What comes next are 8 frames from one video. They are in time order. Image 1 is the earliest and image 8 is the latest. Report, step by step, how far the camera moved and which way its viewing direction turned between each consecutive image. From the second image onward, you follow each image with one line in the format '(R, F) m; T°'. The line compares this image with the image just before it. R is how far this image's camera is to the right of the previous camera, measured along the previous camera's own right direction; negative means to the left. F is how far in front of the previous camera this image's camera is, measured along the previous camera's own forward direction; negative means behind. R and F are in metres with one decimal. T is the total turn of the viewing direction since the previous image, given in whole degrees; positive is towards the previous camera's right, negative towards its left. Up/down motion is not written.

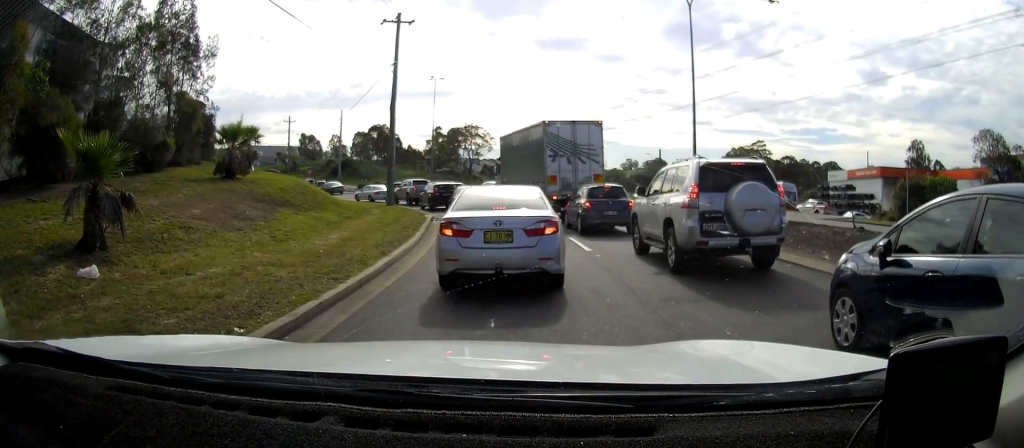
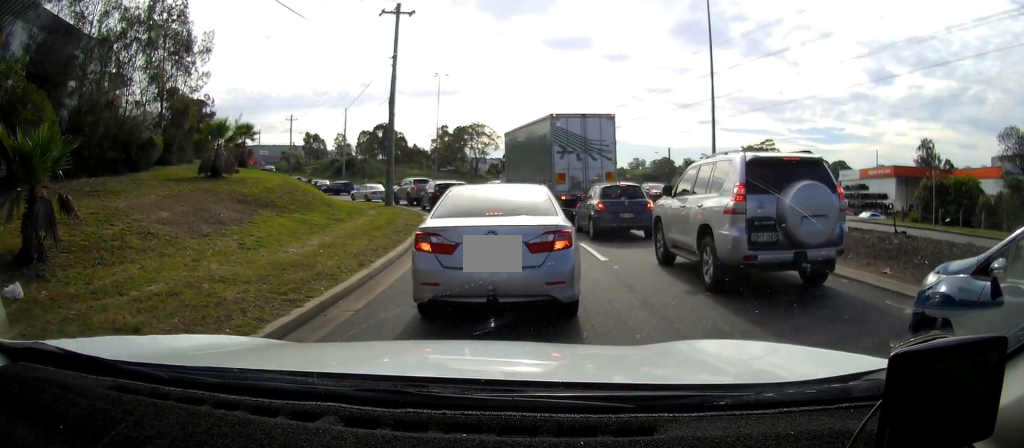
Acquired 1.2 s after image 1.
(+0.2, +1.6) m; 0°
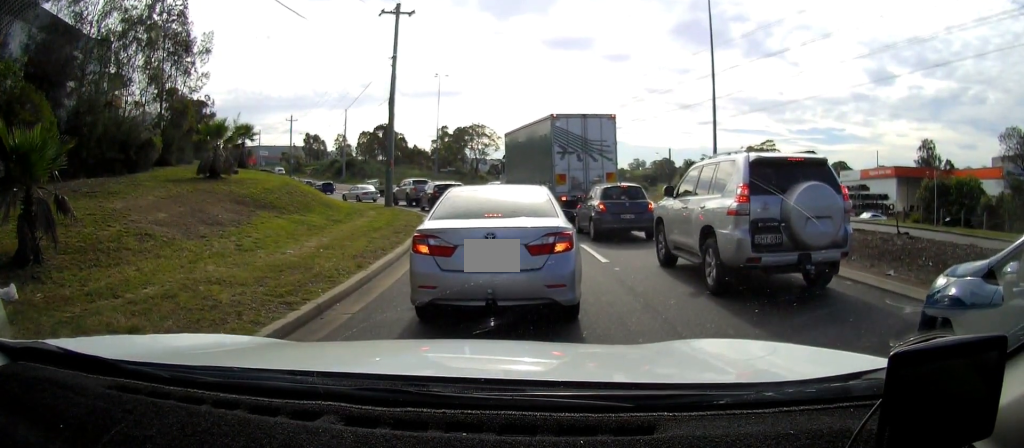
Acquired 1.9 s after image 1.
(0.0, +0.1) m; 0°
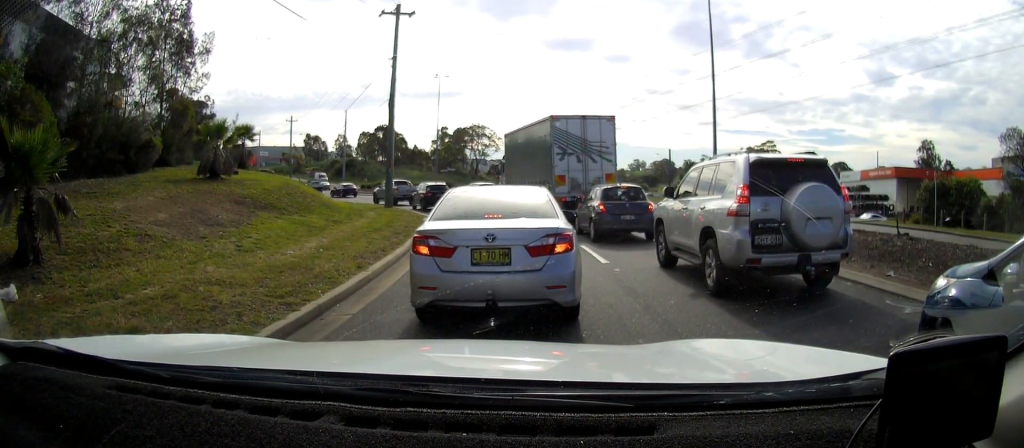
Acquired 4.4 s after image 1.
(0.0, 0.0) m; 0°
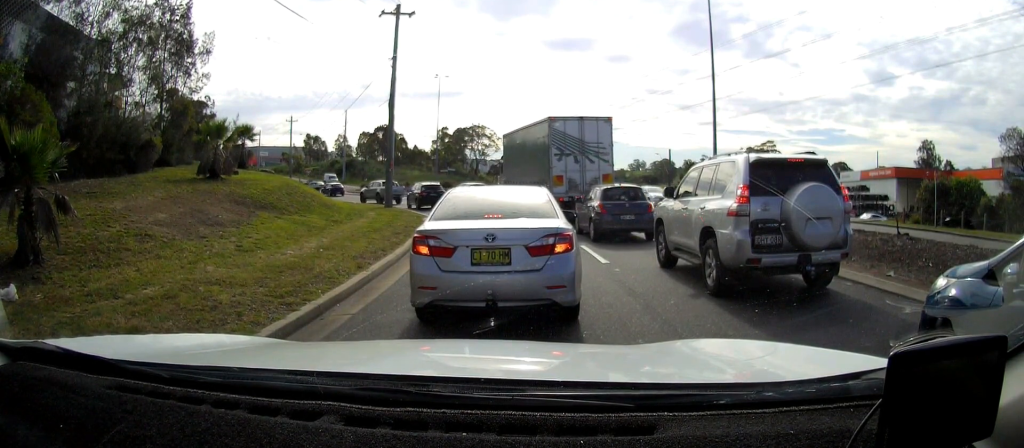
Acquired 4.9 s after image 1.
(0.0, 0.0) m; 0°
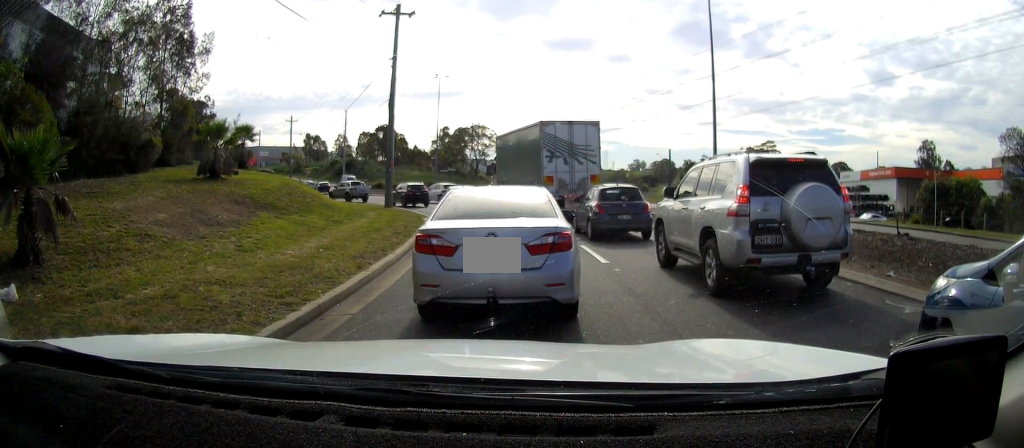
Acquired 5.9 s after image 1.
(0.0, 0.0) m; 0°
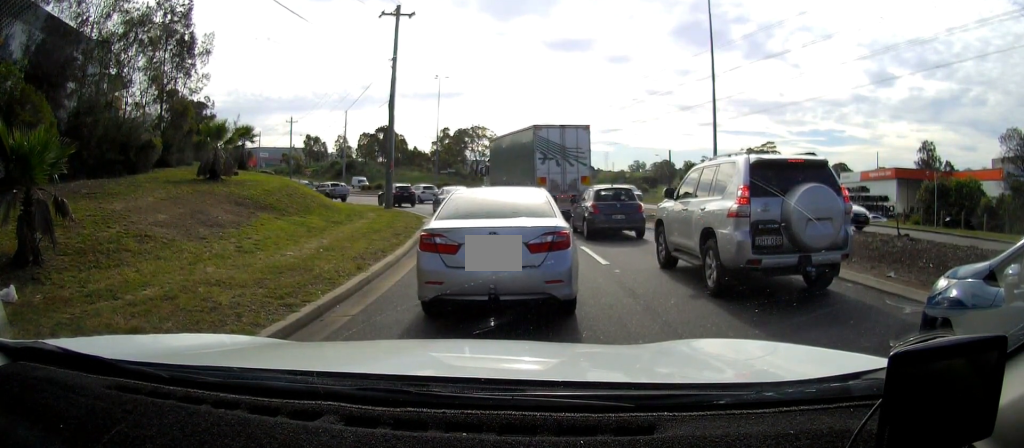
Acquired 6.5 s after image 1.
(0.0, 0.0) m; 0°
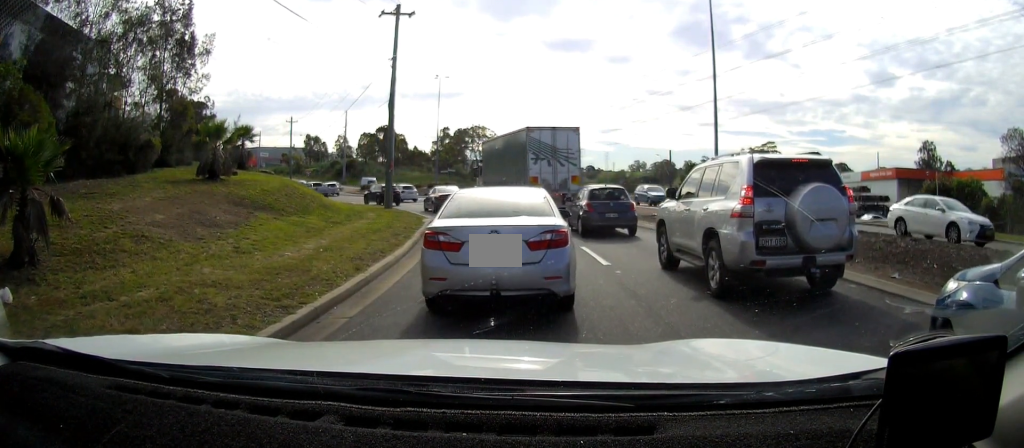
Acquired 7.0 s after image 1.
(0.0, +0.1) m; 0°
